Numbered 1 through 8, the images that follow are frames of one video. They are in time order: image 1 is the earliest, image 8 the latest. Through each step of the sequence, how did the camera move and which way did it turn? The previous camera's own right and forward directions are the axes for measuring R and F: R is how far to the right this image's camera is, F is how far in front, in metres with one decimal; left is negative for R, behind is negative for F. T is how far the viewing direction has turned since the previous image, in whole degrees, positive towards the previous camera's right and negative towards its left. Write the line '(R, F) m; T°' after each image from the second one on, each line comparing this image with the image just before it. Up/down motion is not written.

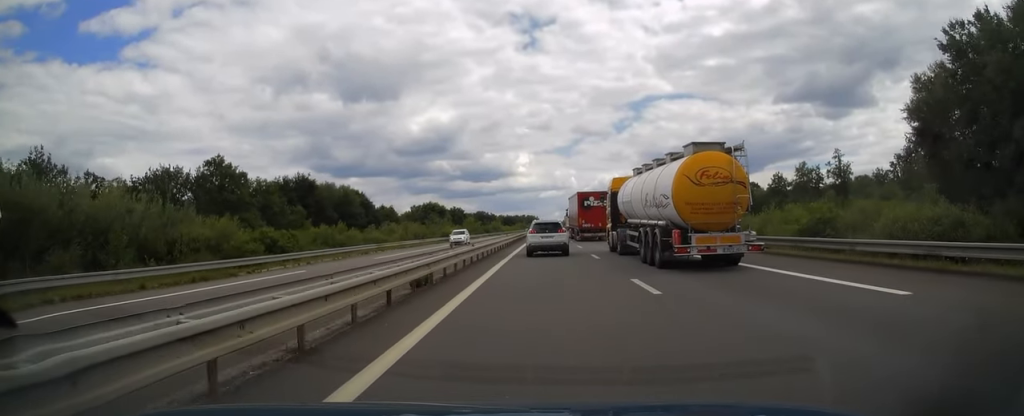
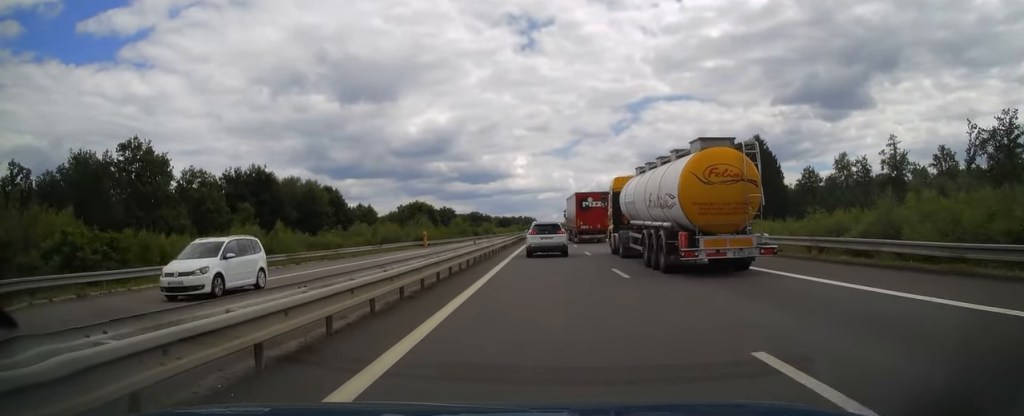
(0.0, +21.4) m; 0°
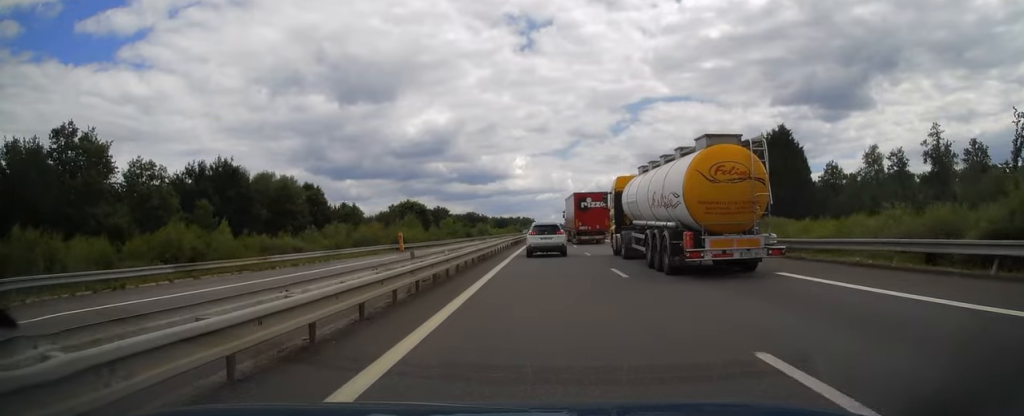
(-0.2, +12.7) m; 0°
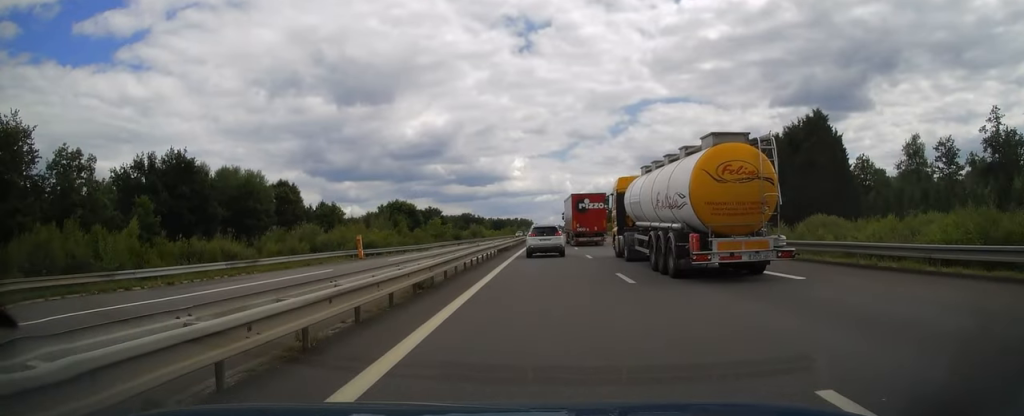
(0.0, +14.4) m; 0°
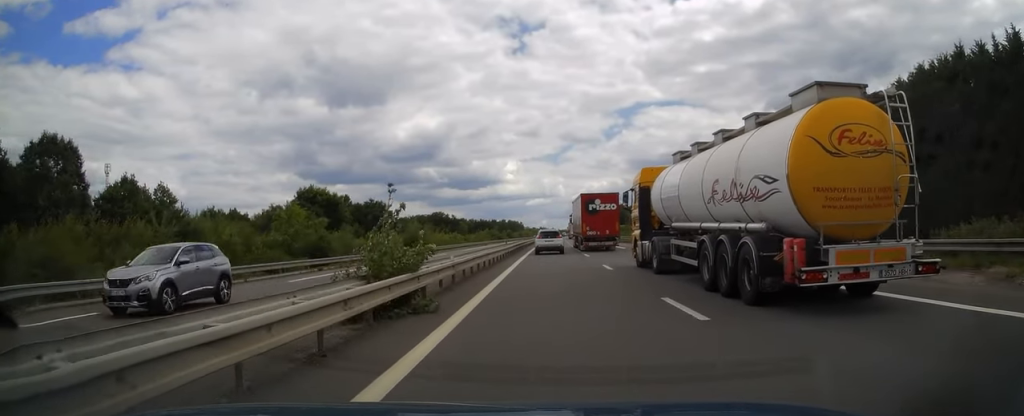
(+0.7, +69.2) m; +1°
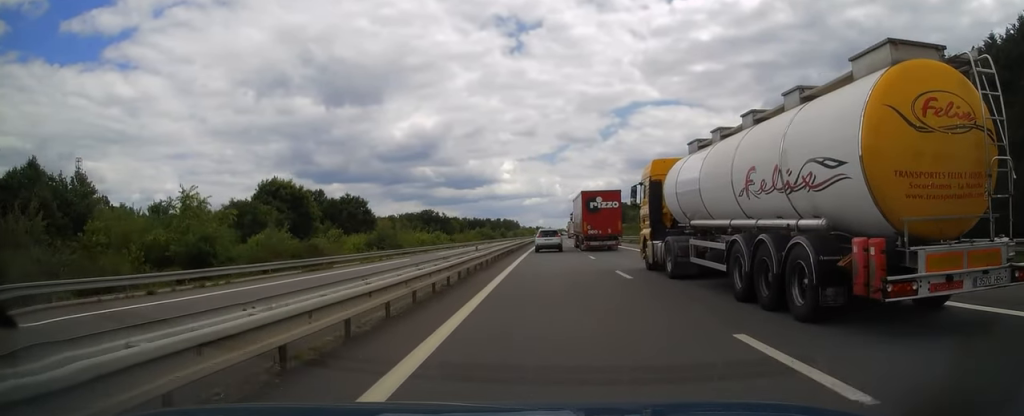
(0.0, +16.6) m; 0°
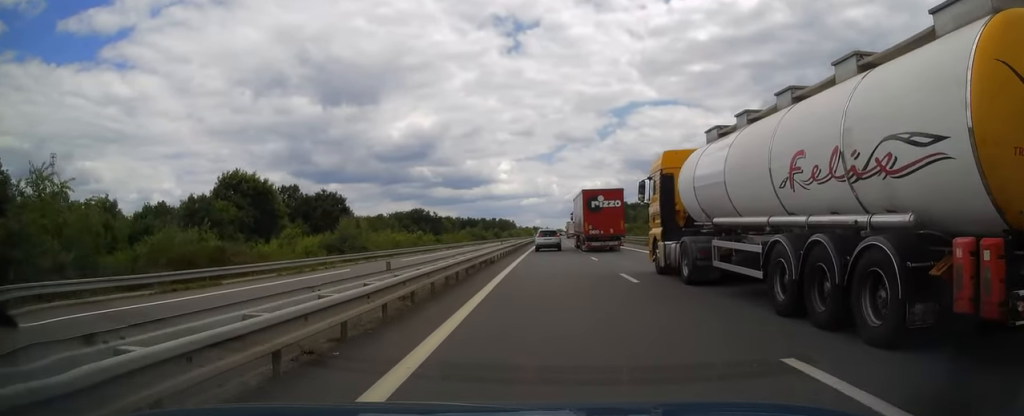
(0.0, +13.6) m; 0°
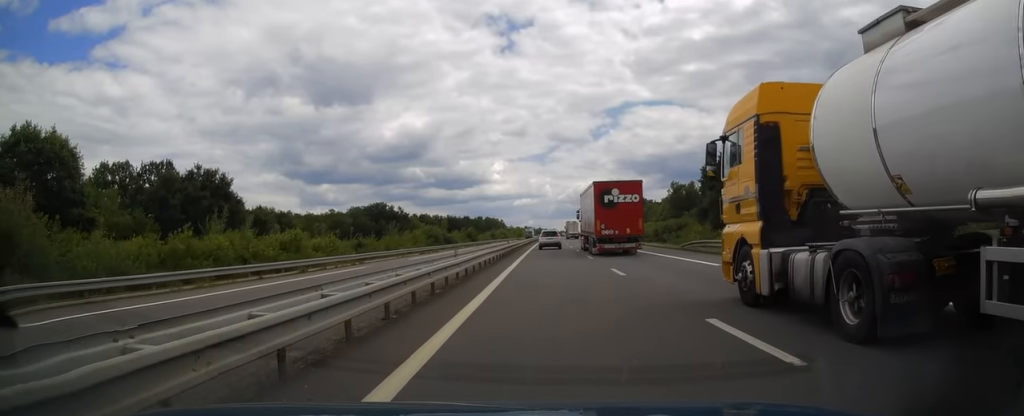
(+0.2, +46.6) m; 0°
